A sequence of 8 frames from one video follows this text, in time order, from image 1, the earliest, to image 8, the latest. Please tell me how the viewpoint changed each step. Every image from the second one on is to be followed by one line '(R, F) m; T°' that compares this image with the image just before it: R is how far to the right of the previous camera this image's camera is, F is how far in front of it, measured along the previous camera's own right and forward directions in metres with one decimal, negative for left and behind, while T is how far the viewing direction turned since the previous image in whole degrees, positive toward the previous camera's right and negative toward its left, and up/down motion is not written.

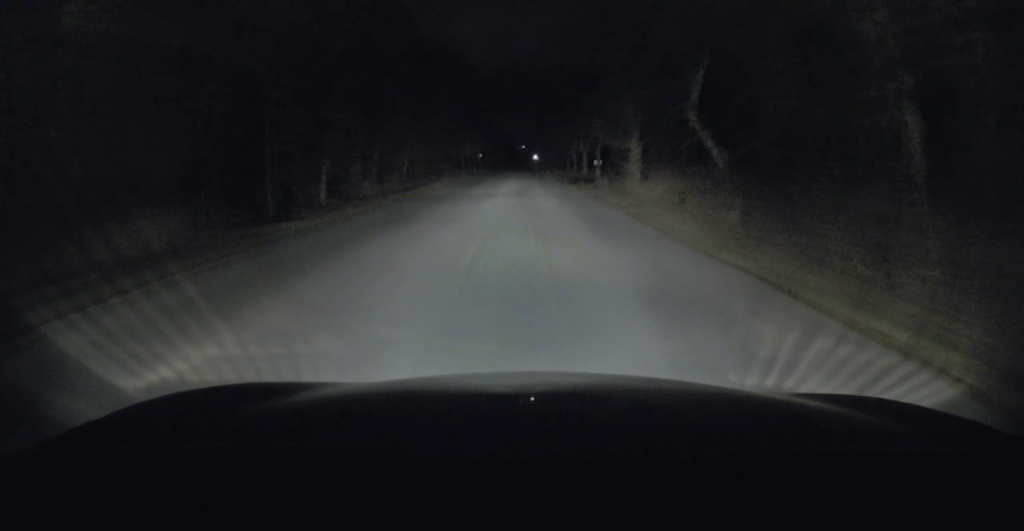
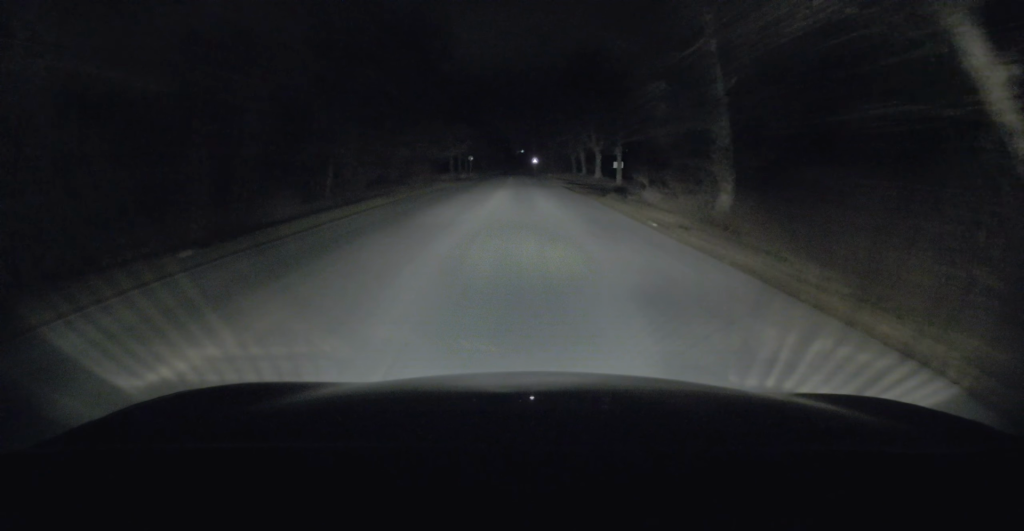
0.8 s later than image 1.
(-0.2, +13.7) m; -1°
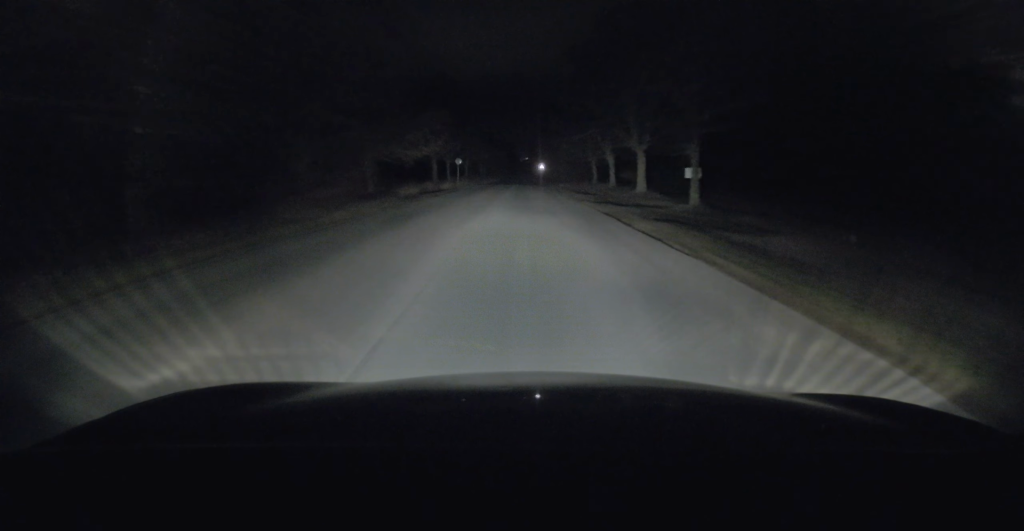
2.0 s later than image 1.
(+0.1, +19.2) m; 0°
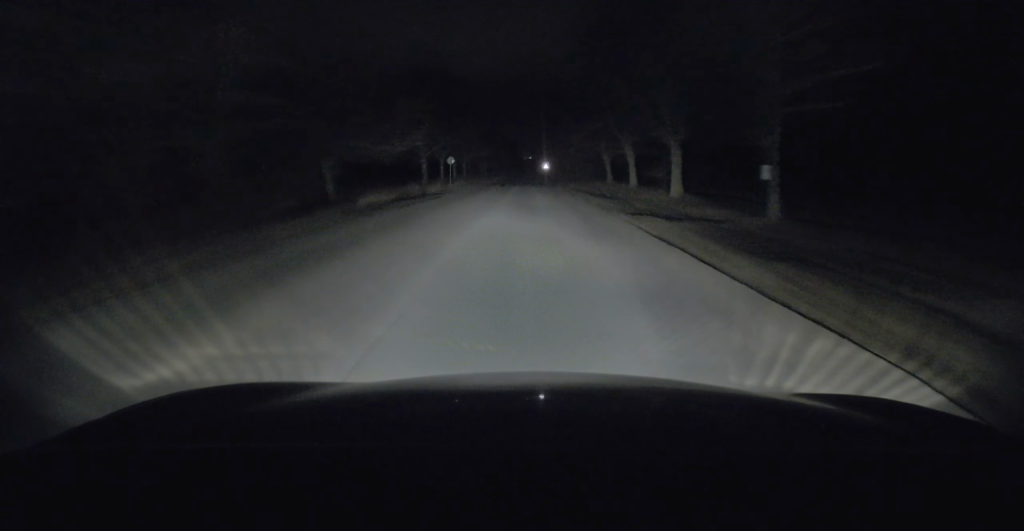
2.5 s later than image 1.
(0.0, +8.2) m; 0°
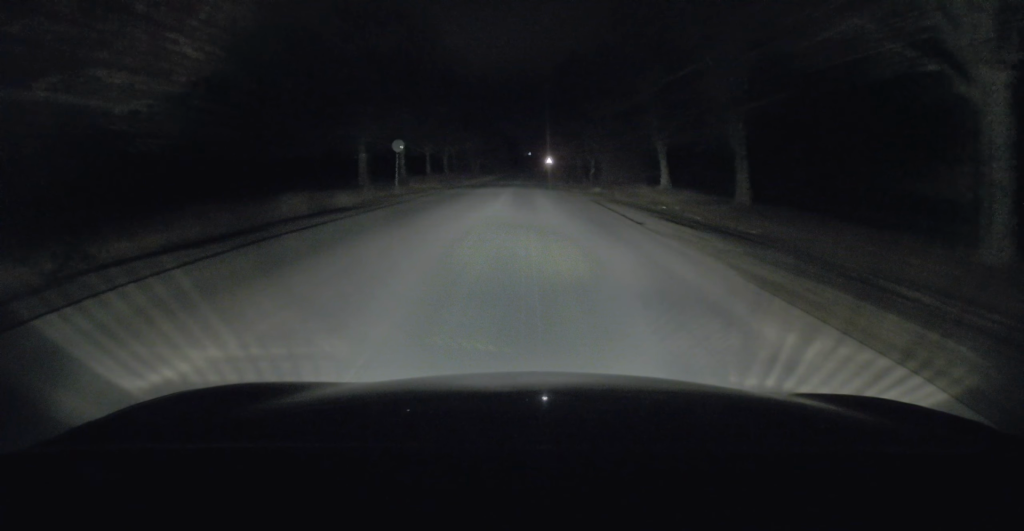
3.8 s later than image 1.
(+0.2, +21.3) m; +1°
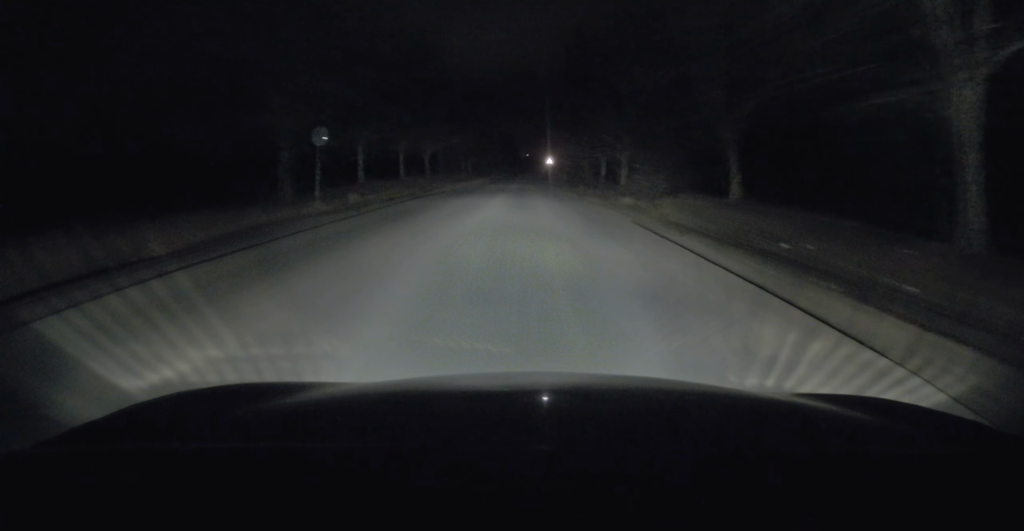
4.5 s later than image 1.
(+0.3, +11.5) m; 0°
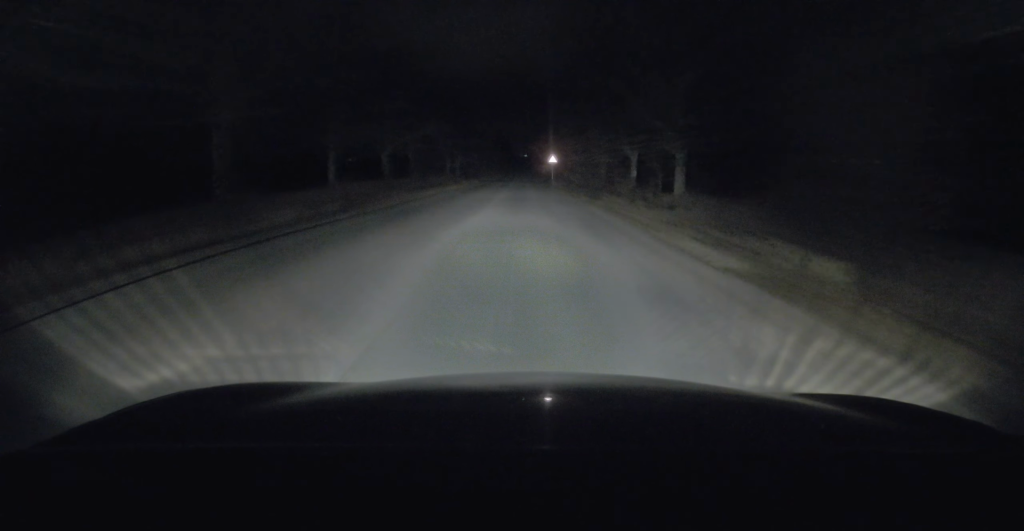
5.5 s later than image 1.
(-0.3, +17.0) m; -1°
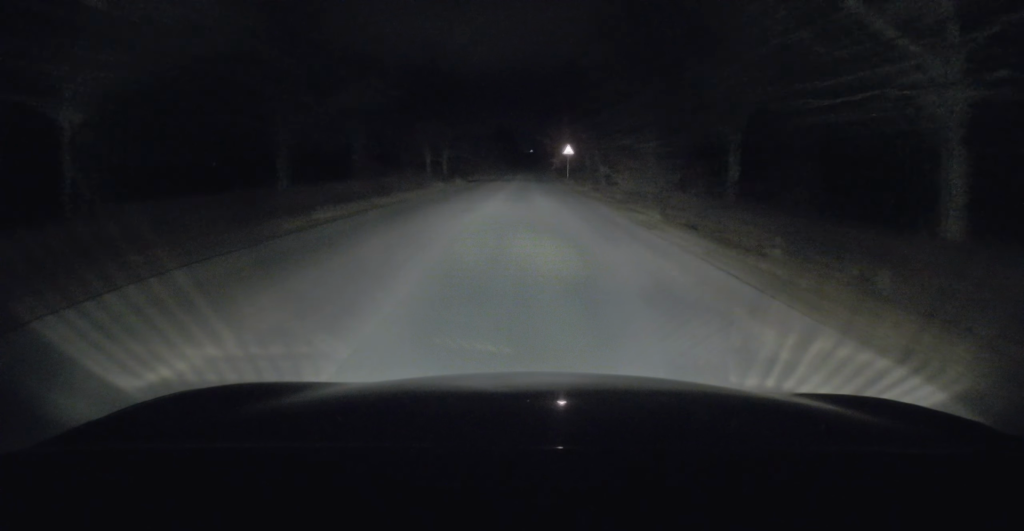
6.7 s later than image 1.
(-0.1, +19.2) m; 0°
